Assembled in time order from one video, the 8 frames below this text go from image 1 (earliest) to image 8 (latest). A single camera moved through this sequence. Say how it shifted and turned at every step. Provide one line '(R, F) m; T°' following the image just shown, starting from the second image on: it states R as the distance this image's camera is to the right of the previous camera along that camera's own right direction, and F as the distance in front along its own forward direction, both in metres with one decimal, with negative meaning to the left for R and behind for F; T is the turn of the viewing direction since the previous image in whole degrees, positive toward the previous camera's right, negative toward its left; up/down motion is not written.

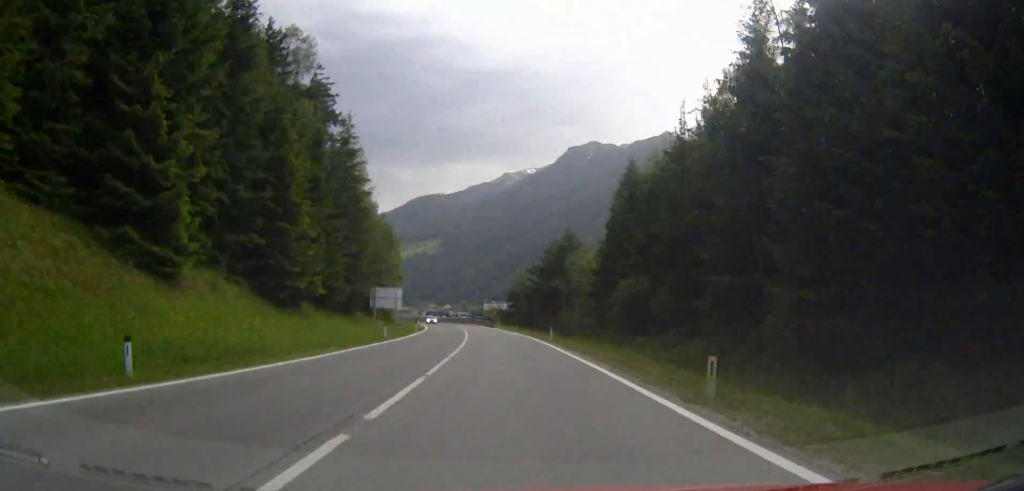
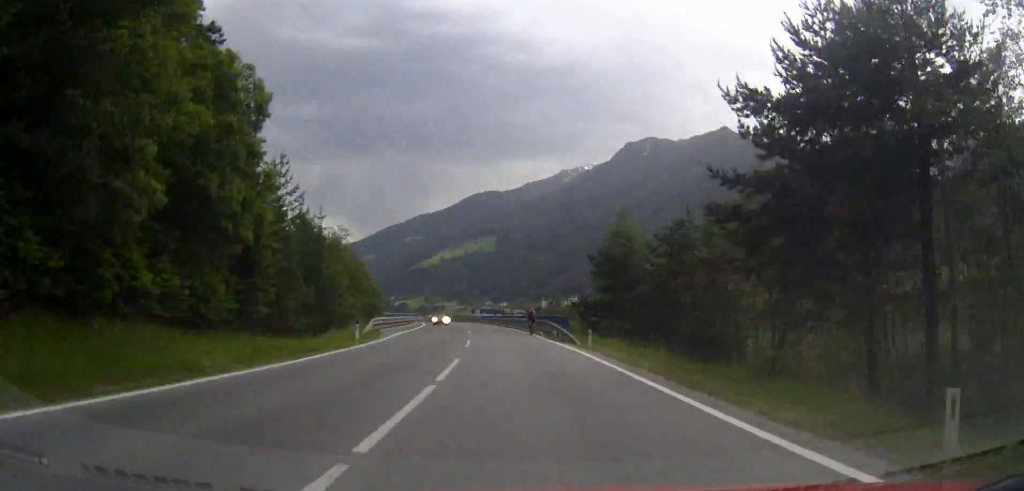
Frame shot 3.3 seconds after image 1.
(-2.4, +60.4) m; -4°
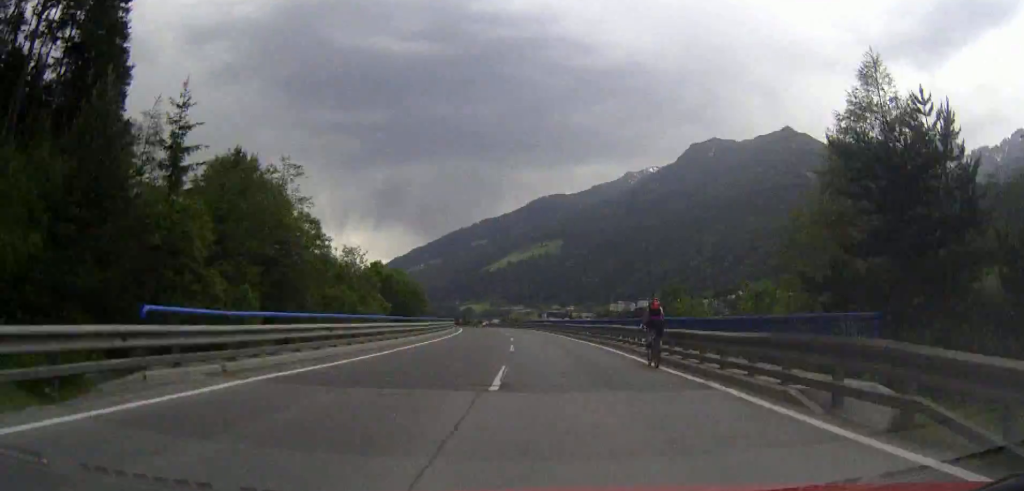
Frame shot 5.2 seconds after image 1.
(-0.7, +34.3) m; -2°
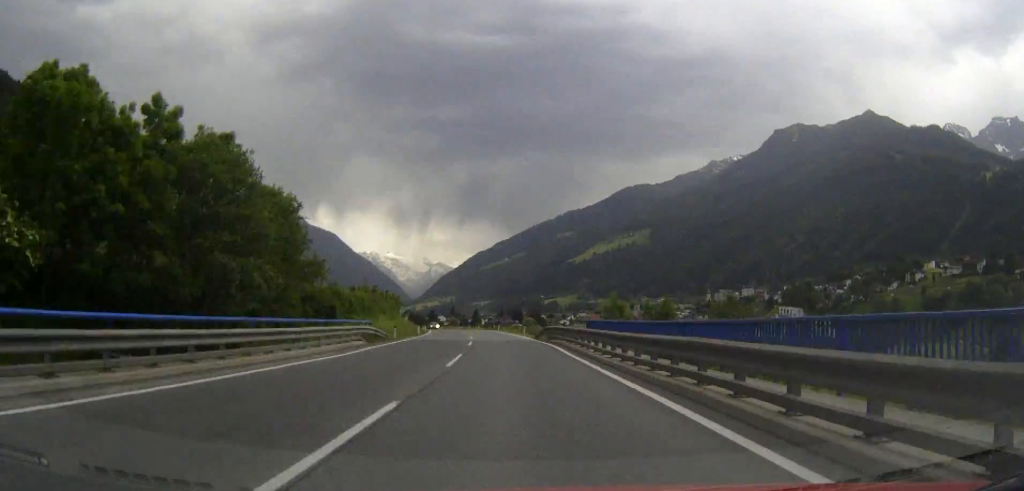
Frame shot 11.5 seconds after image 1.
(-7.7, +113.0) m; -8°
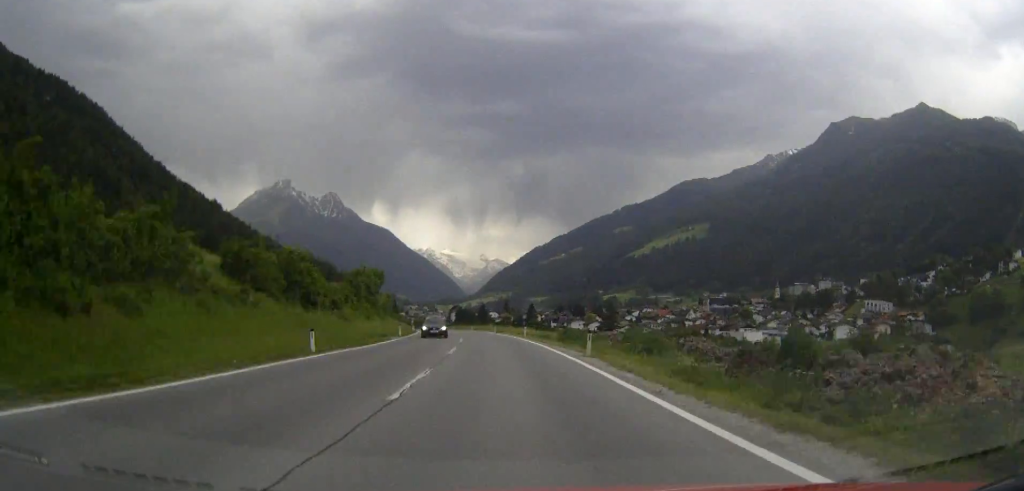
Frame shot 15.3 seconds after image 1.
(-3.2, +68.7) m; -5°
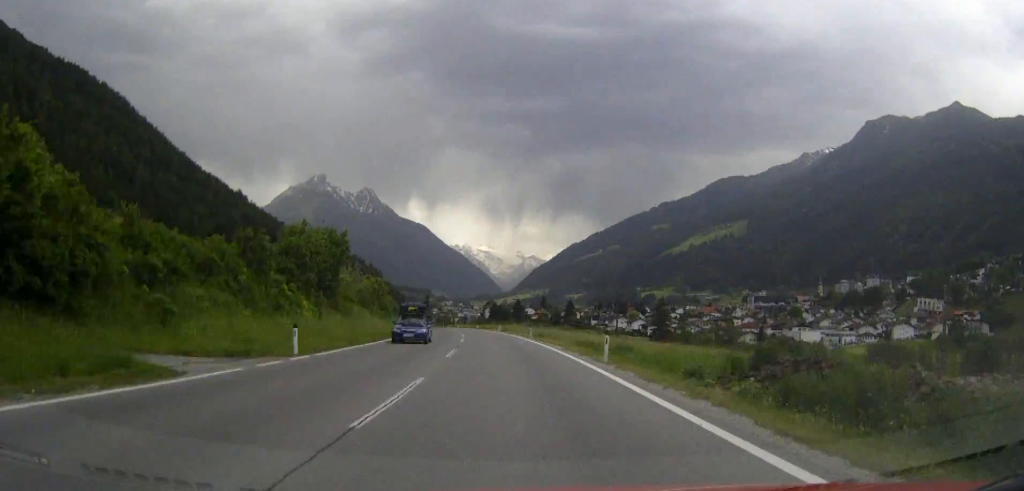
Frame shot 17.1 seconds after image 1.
(-0.5, +32.5) m; -2°
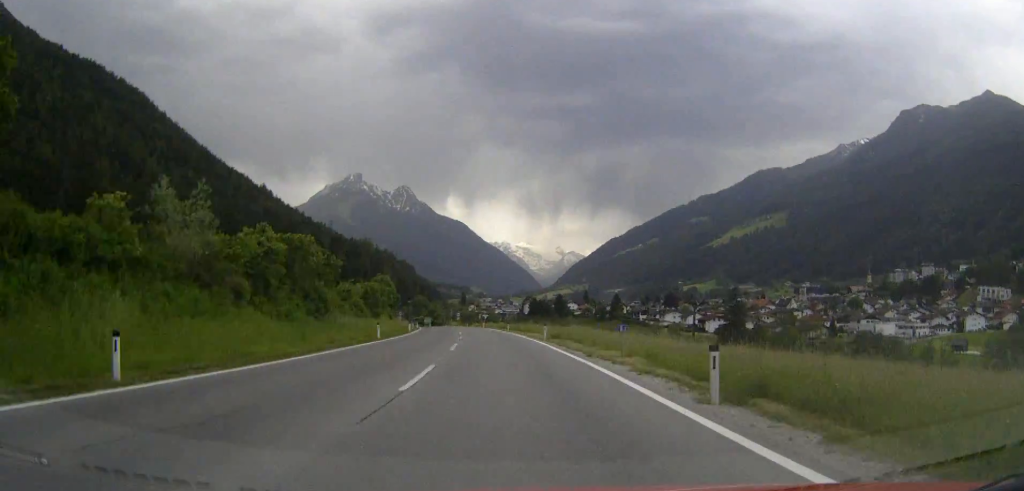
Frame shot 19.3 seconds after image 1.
(-0.8, +39.6) m; -3°
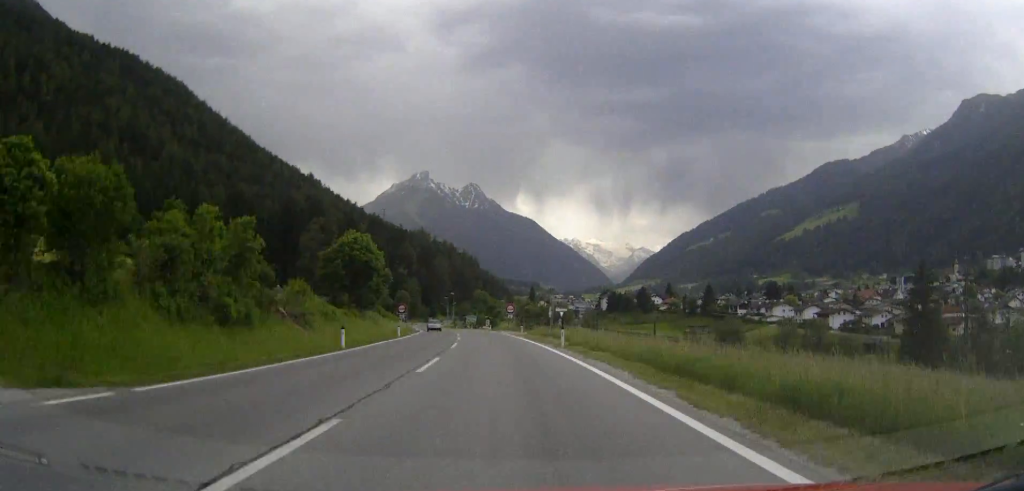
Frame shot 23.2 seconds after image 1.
(-3.5, +68.4) m; -6°
